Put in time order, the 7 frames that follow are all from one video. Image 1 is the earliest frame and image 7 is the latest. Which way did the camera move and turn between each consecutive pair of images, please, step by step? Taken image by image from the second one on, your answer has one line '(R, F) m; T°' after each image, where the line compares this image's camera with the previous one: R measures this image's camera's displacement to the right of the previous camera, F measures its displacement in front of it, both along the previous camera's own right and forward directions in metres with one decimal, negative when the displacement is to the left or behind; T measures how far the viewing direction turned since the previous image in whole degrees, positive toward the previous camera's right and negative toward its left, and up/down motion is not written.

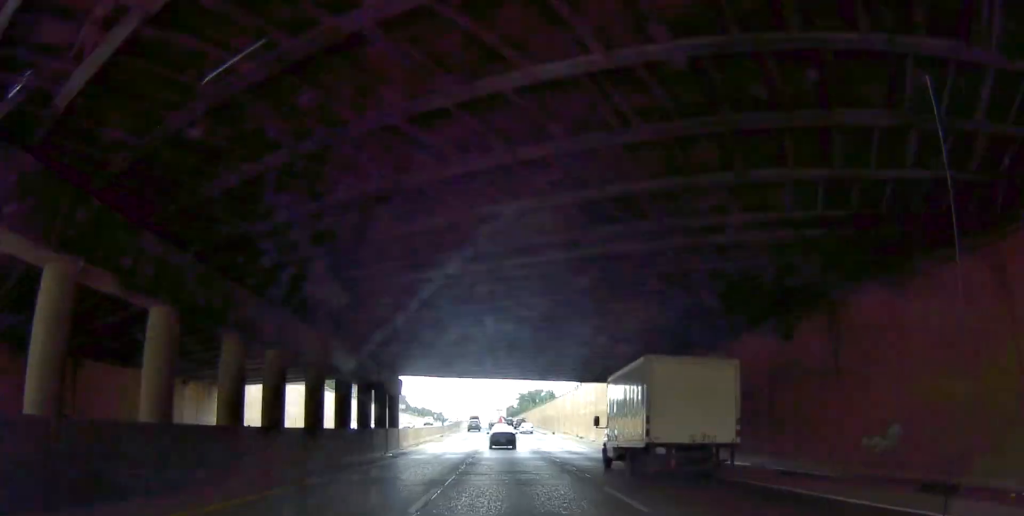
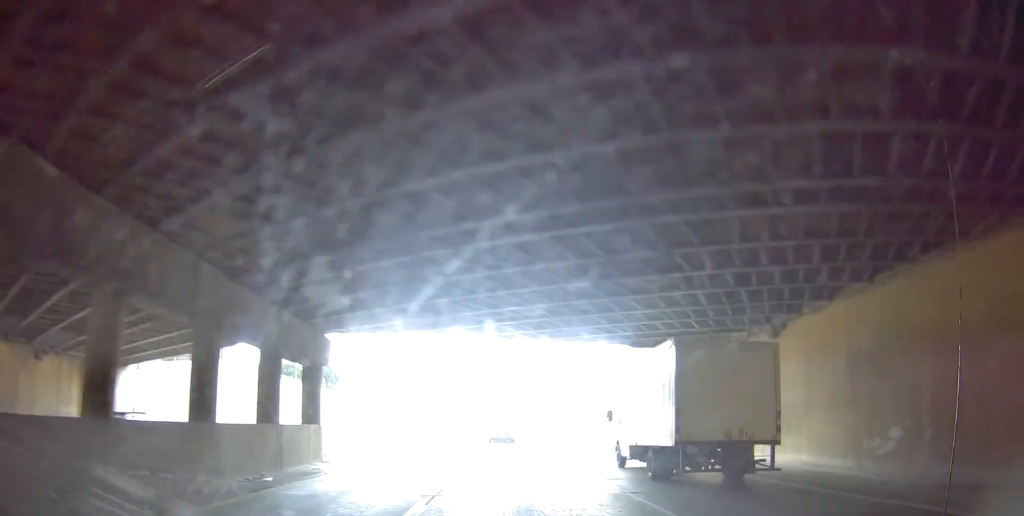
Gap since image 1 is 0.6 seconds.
(0.0, +17.2) m; 0°
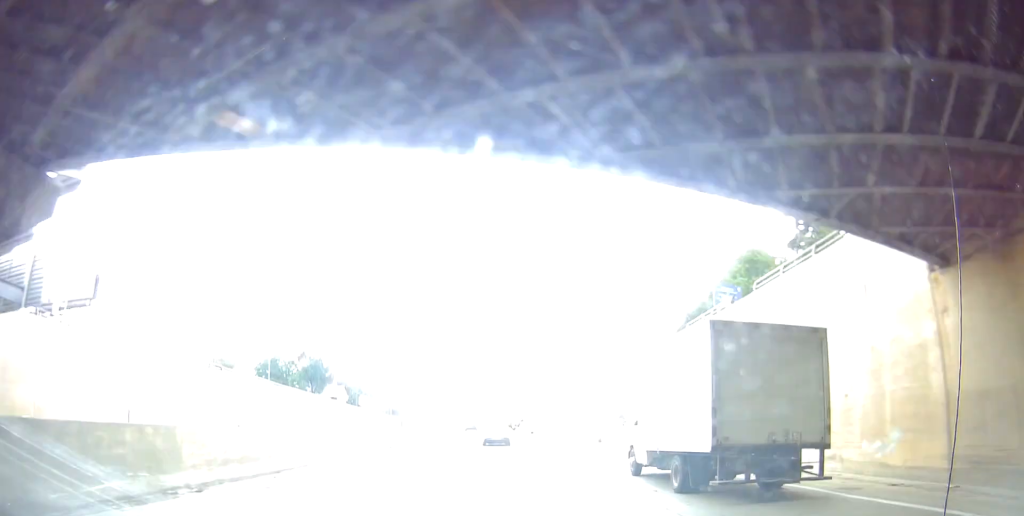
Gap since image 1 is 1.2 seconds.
(+0.1, +16.3) m; -1°
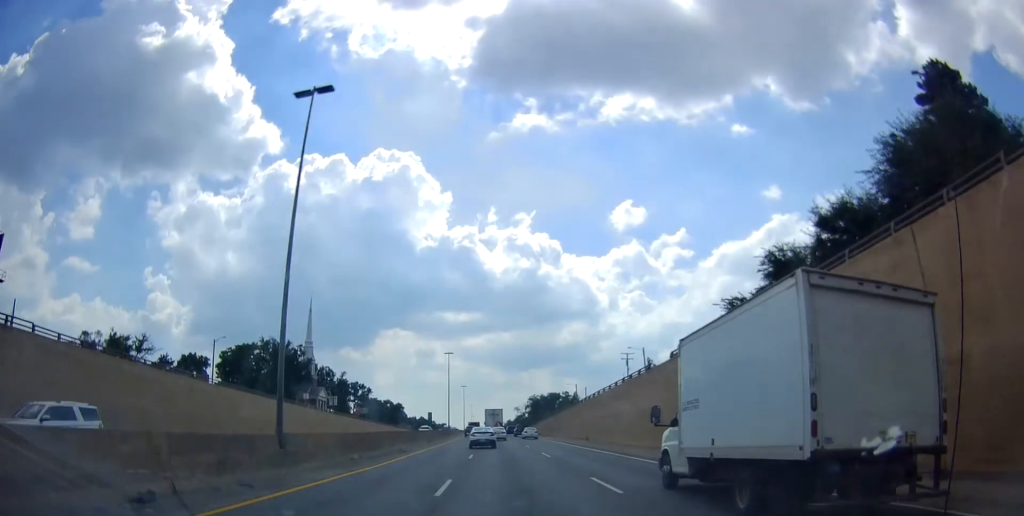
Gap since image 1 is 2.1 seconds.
(-0.6, +24.3) m; +1°
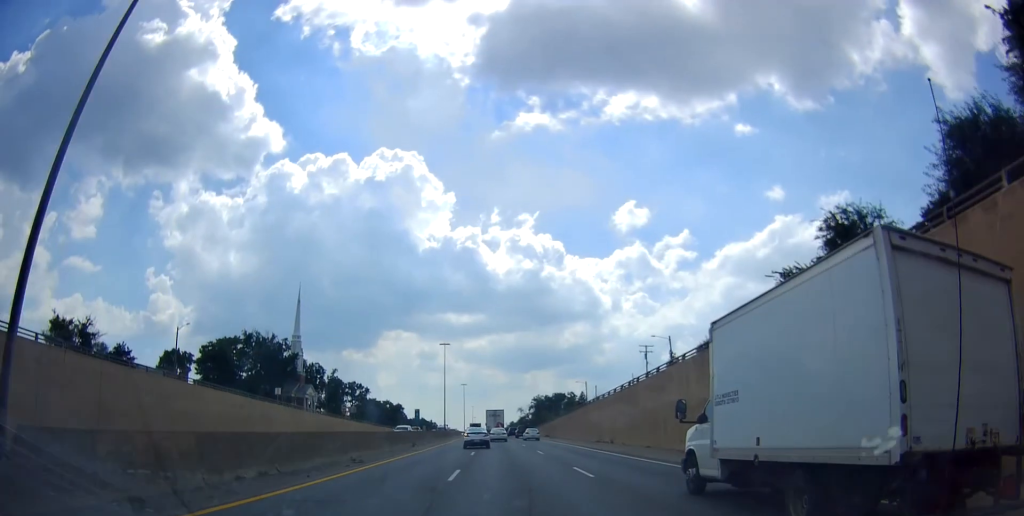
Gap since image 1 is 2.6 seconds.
(-0.2, +11.7) m; +1°
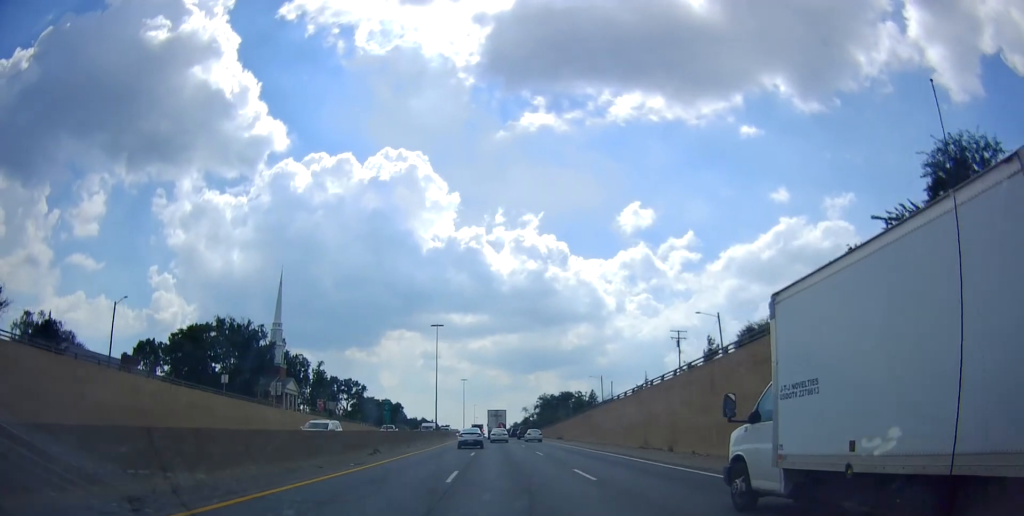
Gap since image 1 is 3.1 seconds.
(+0.8, +15.3) m; +1°
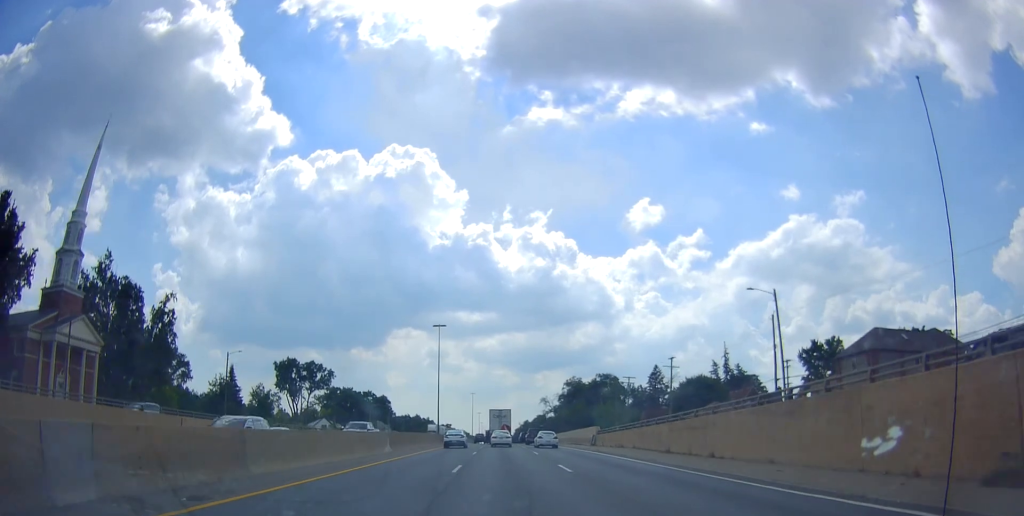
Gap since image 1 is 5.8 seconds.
(-2.6, +71.9) m; -3°
